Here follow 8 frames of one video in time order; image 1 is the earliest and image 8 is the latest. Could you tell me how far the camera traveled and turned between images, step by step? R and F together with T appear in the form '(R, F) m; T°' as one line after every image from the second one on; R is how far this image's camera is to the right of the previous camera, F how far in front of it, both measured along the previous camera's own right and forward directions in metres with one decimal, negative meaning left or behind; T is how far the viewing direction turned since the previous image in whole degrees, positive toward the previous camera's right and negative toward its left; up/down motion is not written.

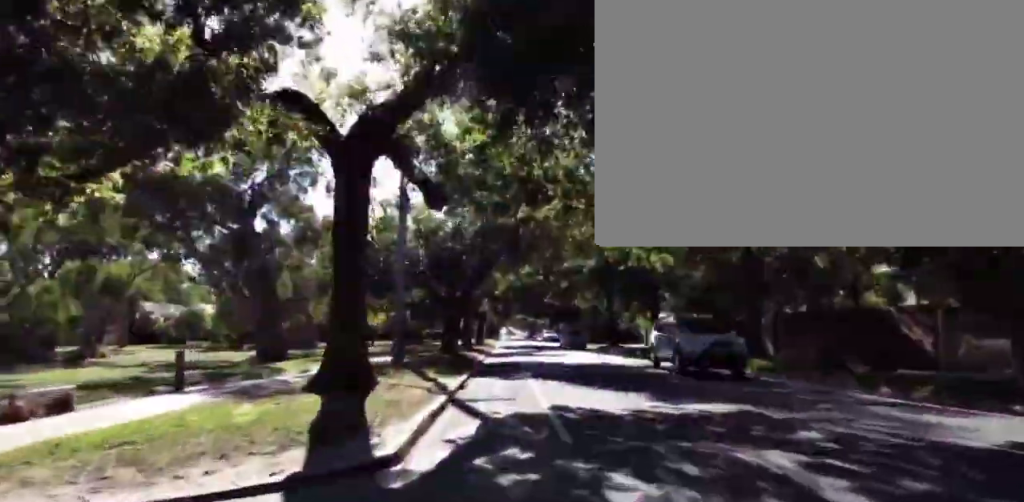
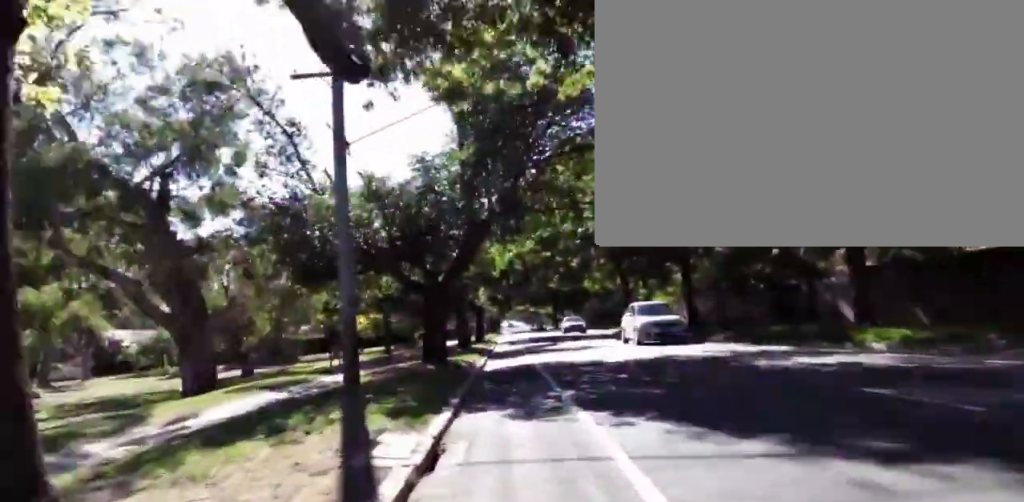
(0.0, +7.4) m; -1°
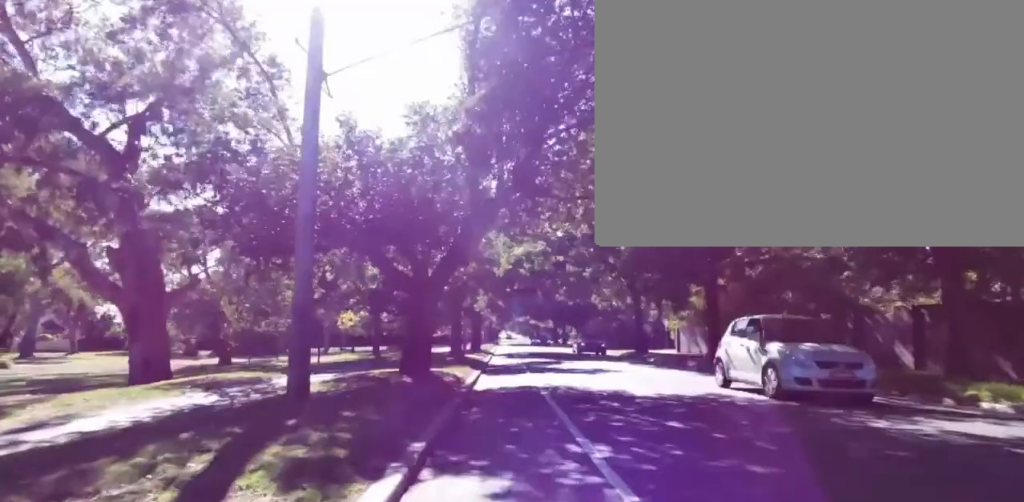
(0.0, +3.5) m; -1°
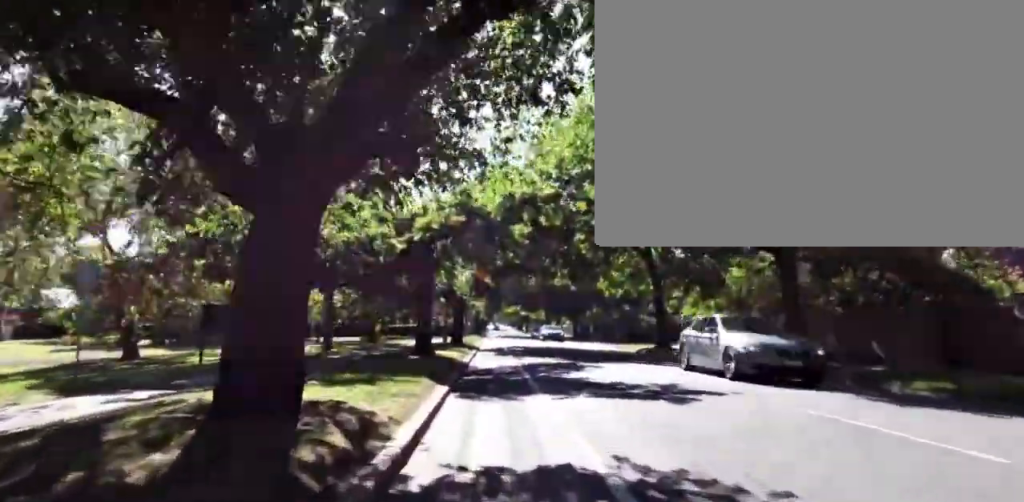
(-0.1, +9.5) m; -1°
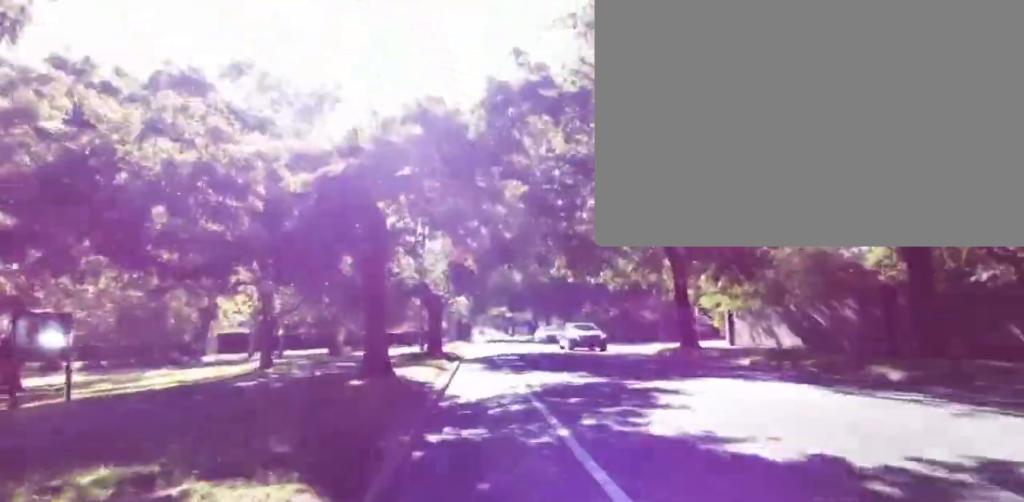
(0.0, +6.8) m; 0°
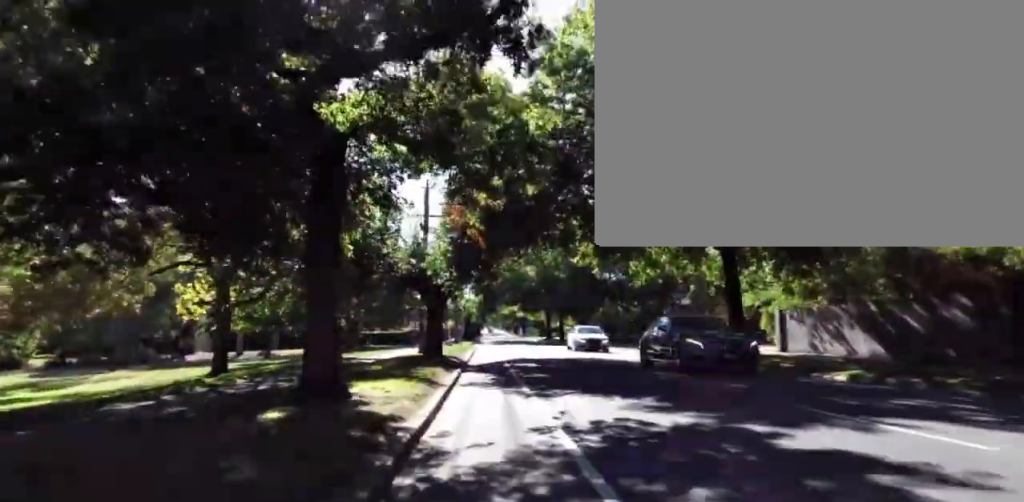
(0.0, +4.6) m; +1°
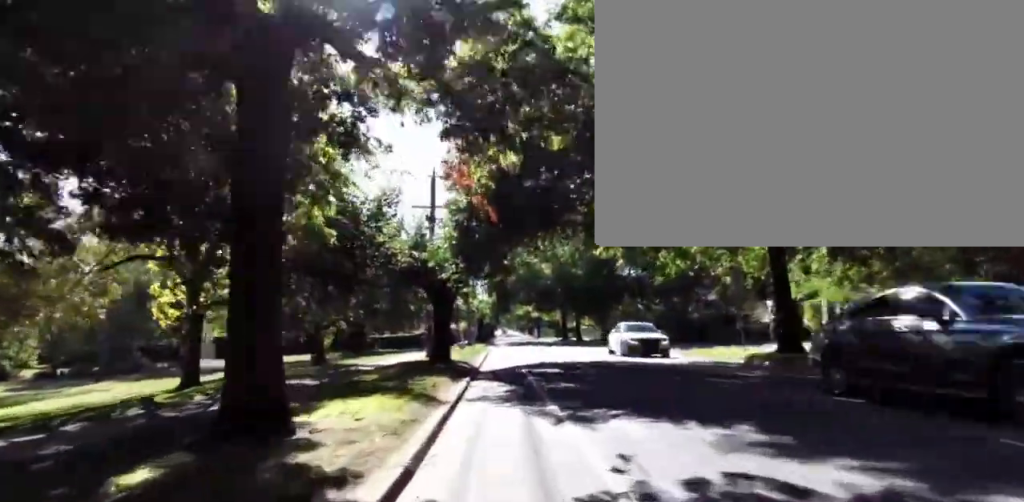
(0.0, +2.7) m; +1°
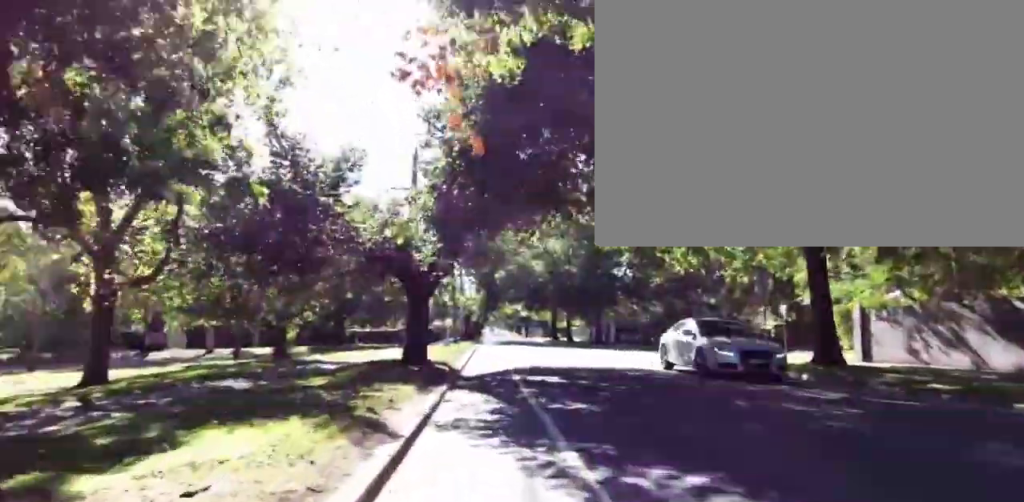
(0.0, +3.1) m; +1°
